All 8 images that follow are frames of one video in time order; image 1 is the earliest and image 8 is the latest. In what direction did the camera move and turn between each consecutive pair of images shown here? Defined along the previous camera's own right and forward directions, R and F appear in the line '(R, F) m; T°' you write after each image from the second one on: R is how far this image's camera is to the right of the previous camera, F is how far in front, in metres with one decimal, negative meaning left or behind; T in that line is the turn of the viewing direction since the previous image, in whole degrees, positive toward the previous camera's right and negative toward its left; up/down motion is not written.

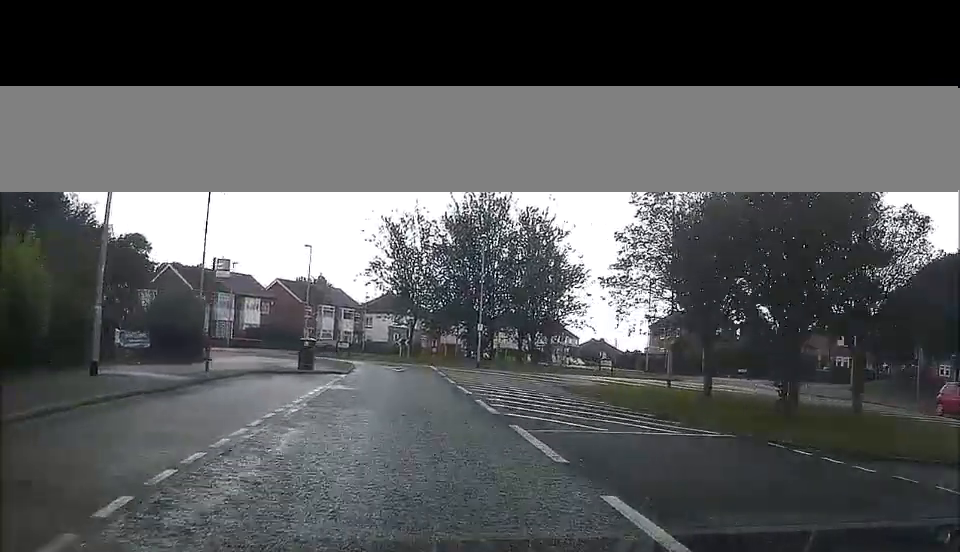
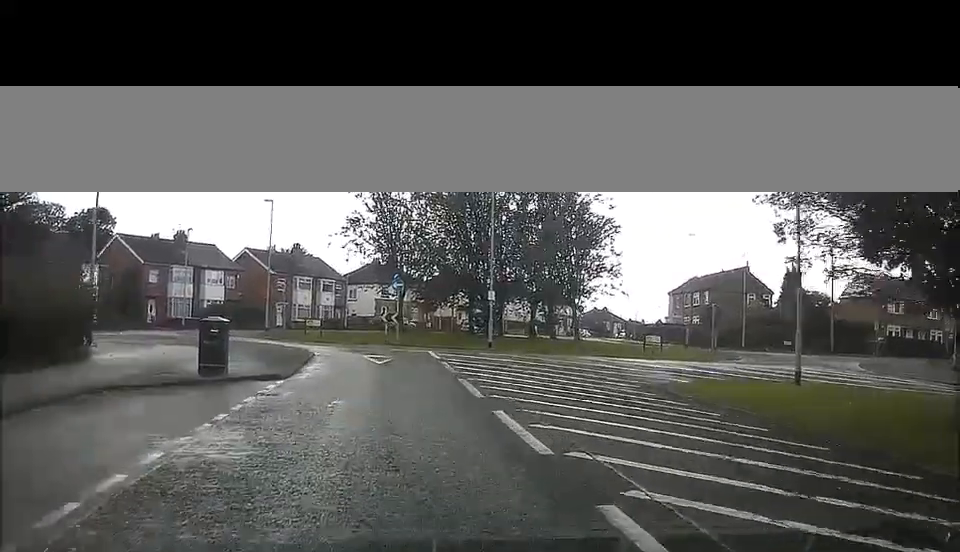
(+0.3, +12.6) m; +4°
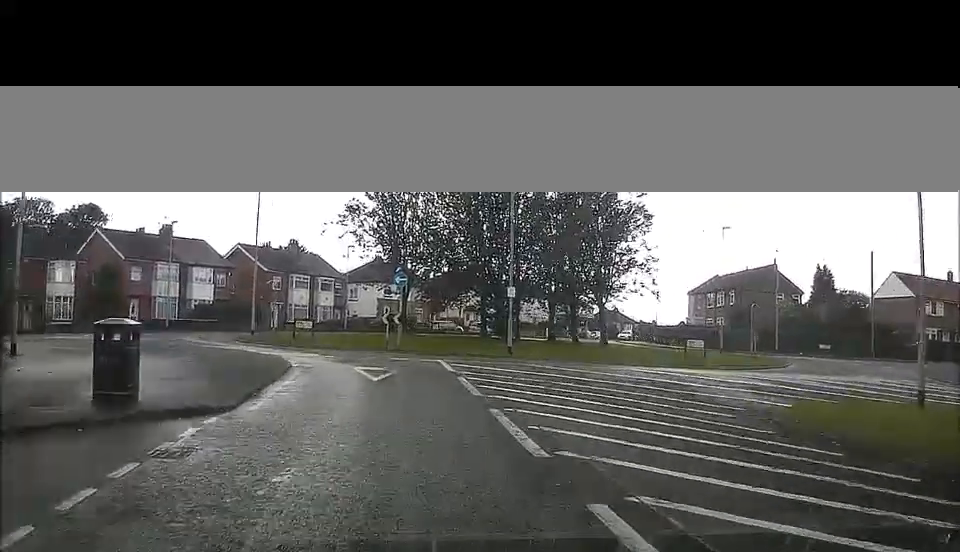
(+0.1, +5.8) m; +2°
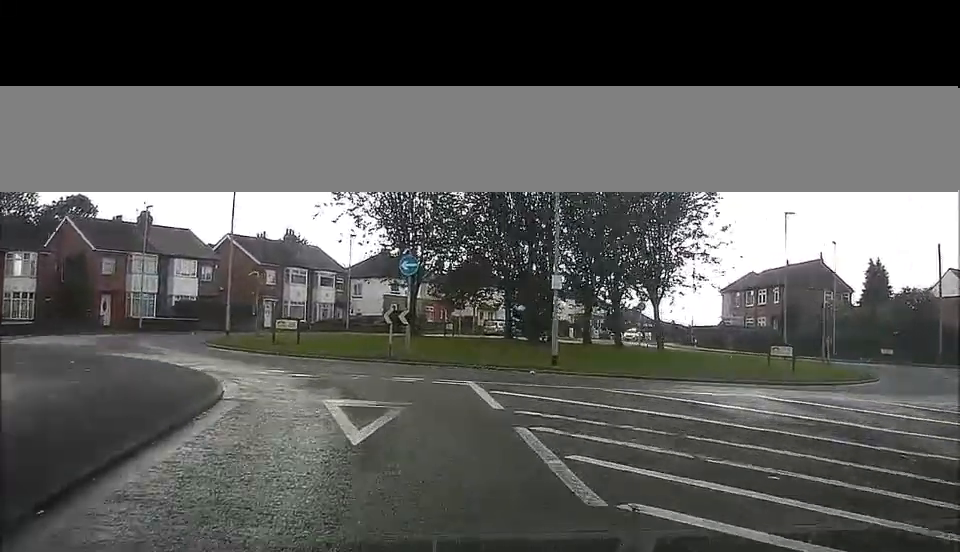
(+0.1, +7.8) m; +5°
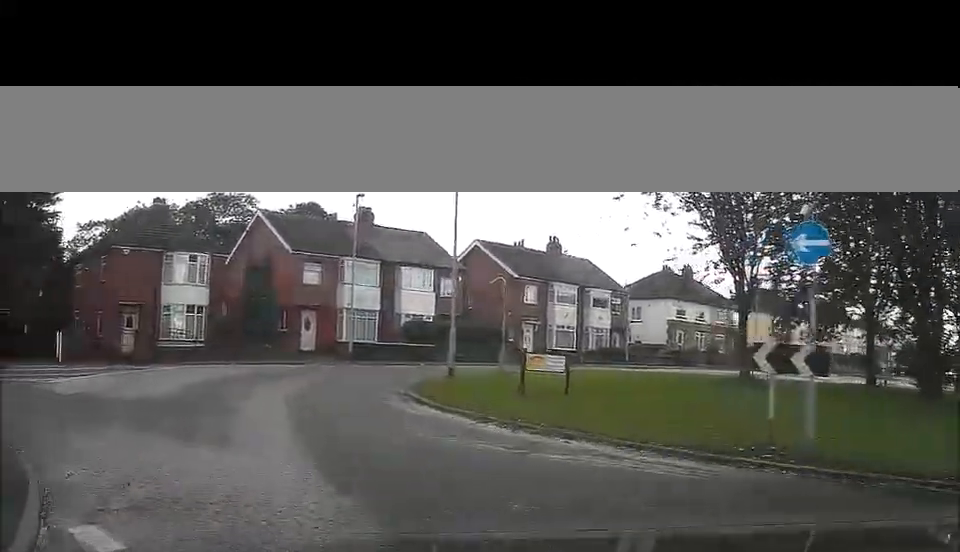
(-1.3, +13.0) m; -25°
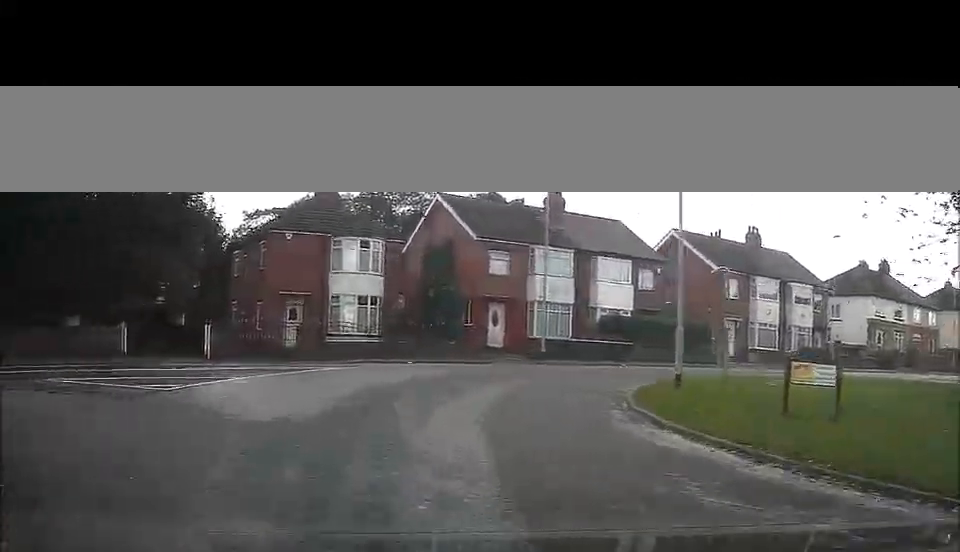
(-0.2, +2.3) m; -15°
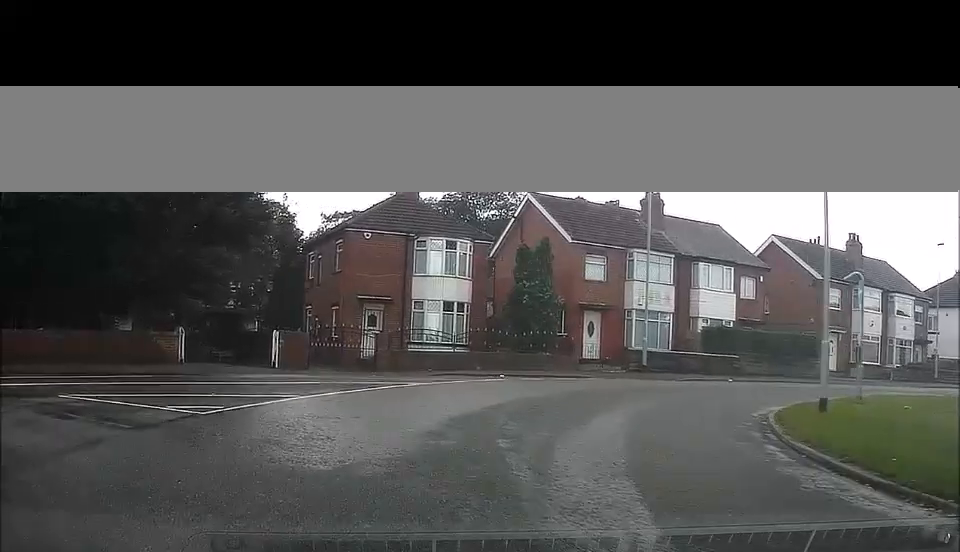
(-0.3, +1.9) m; -5°
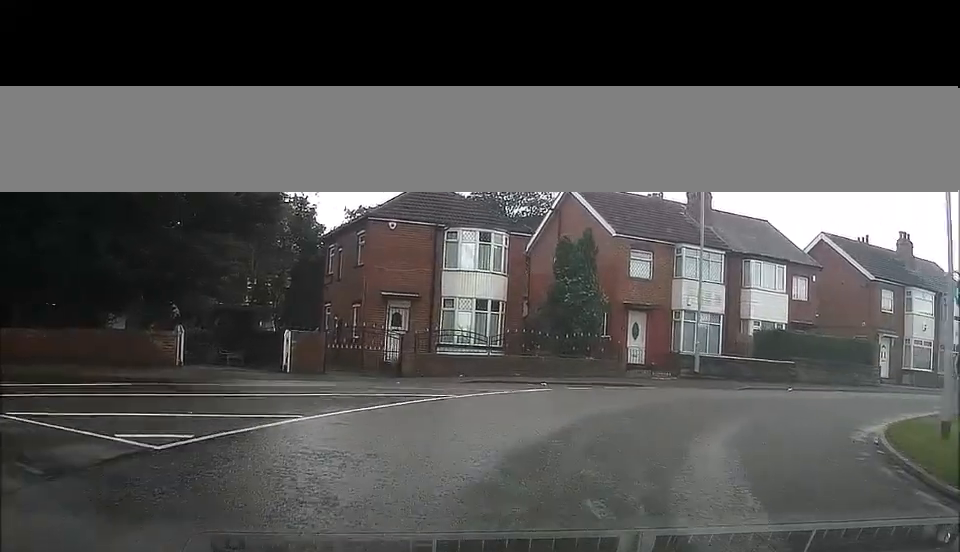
(-0.1, +2.3) m; -3°
